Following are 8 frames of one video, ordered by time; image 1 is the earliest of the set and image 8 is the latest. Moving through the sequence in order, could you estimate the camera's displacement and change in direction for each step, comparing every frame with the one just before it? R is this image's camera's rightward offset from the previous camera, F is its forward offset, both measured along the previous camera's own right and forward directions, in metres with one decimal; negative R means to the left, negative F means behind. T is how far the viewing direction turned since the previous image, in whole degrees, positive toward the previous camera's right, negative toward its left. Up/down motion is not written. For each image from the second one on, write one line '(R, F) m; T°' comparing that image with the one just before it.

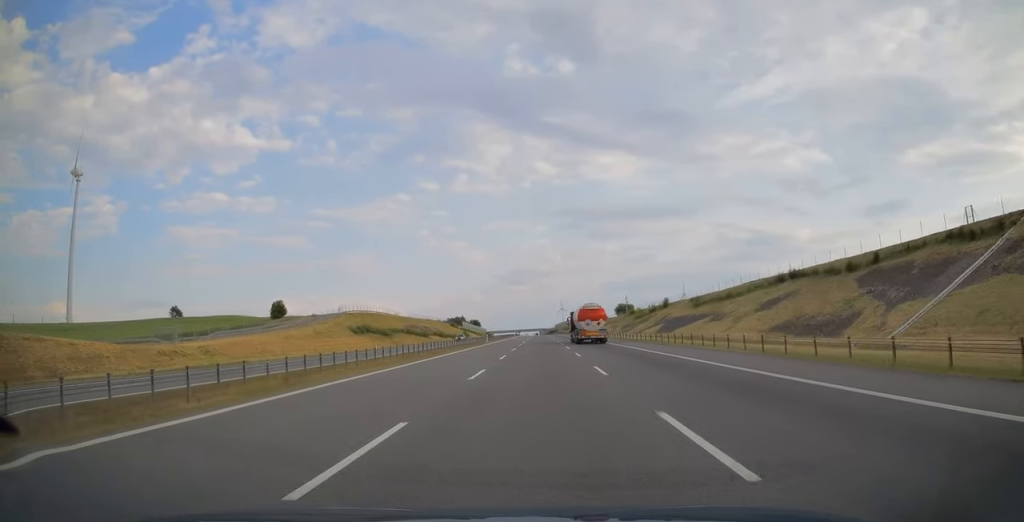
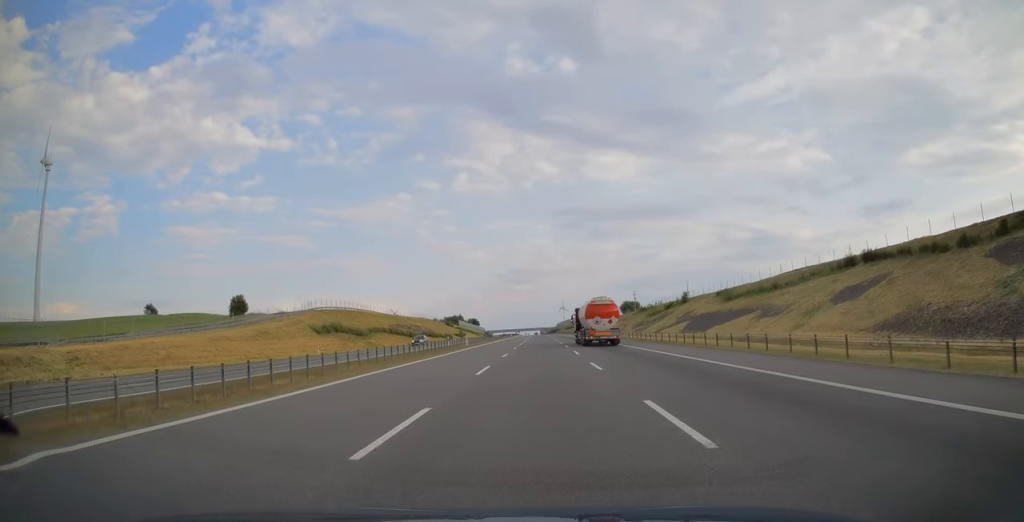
(0.0, +22.3) m; 0°
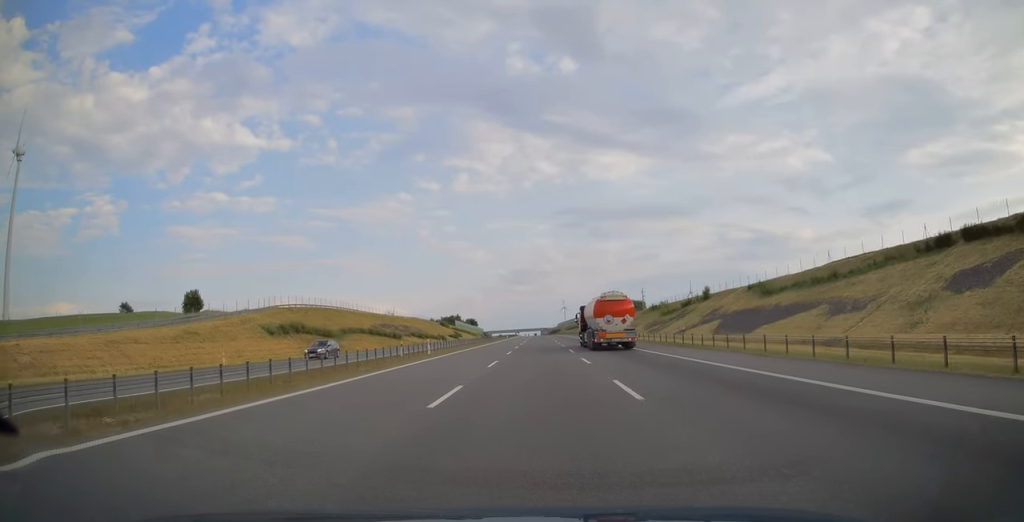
(0.0, +19.6) m; 0°
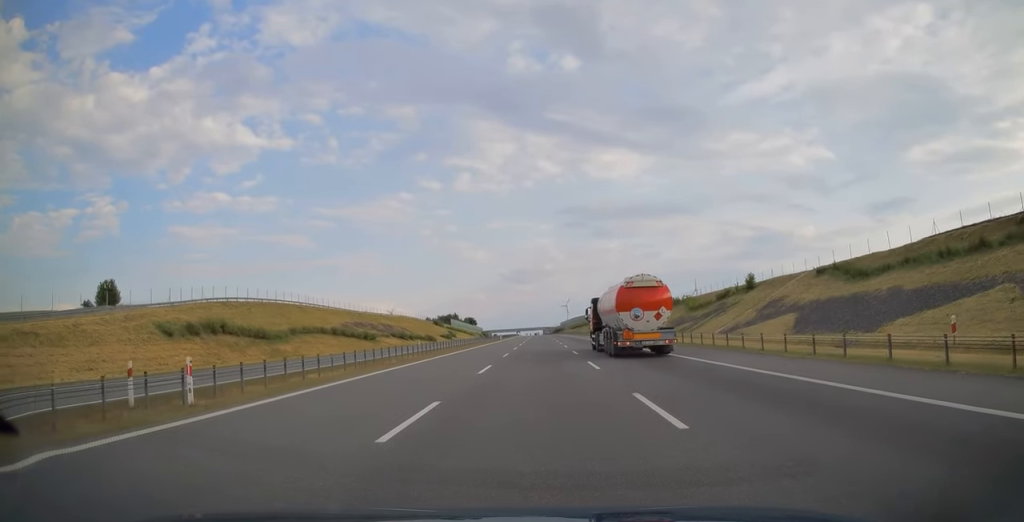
(-0.2, +27.3) m; 0°
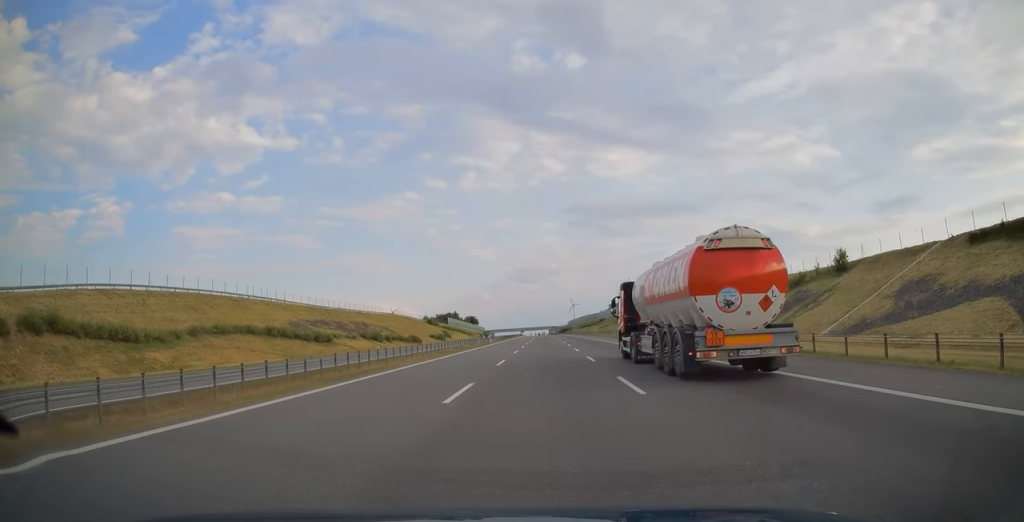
(+0.1, +31.8) m; 0°
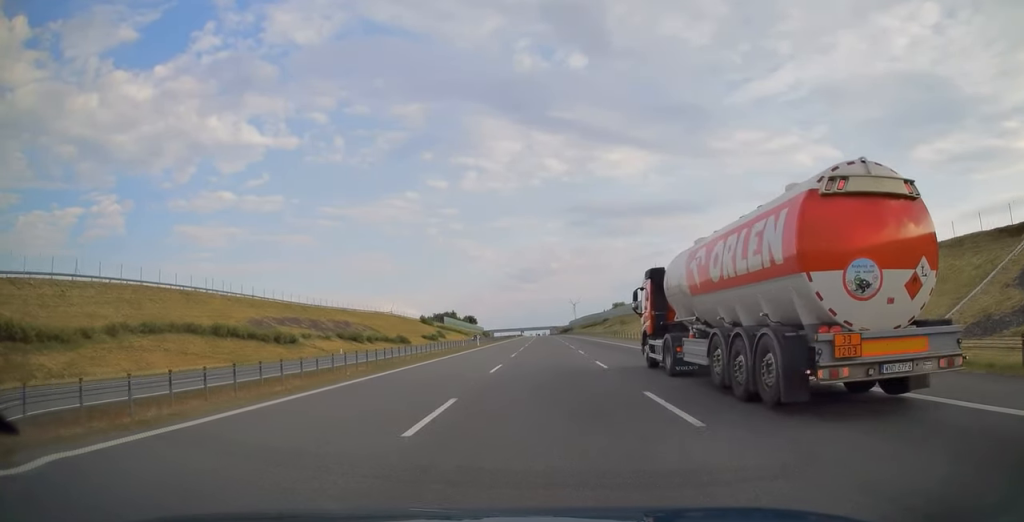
(0.0, +15.6) m; 0°
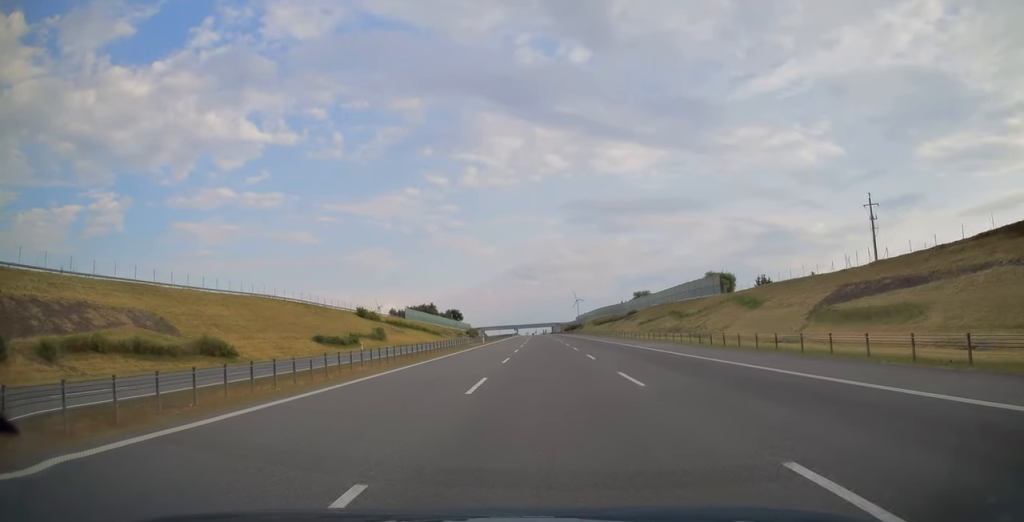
(-0.4, +90.6) m; 0°
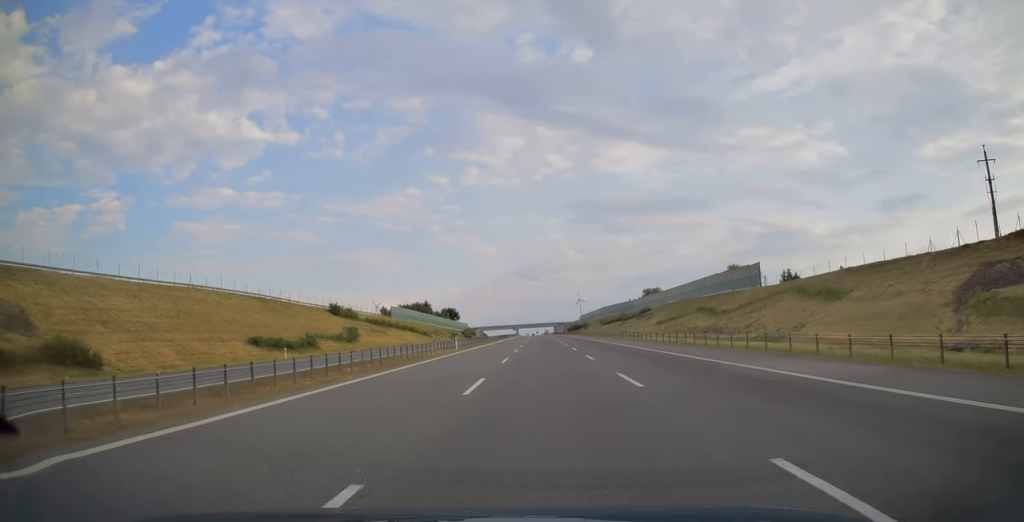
(-0.1, +24.0) m; 0°
